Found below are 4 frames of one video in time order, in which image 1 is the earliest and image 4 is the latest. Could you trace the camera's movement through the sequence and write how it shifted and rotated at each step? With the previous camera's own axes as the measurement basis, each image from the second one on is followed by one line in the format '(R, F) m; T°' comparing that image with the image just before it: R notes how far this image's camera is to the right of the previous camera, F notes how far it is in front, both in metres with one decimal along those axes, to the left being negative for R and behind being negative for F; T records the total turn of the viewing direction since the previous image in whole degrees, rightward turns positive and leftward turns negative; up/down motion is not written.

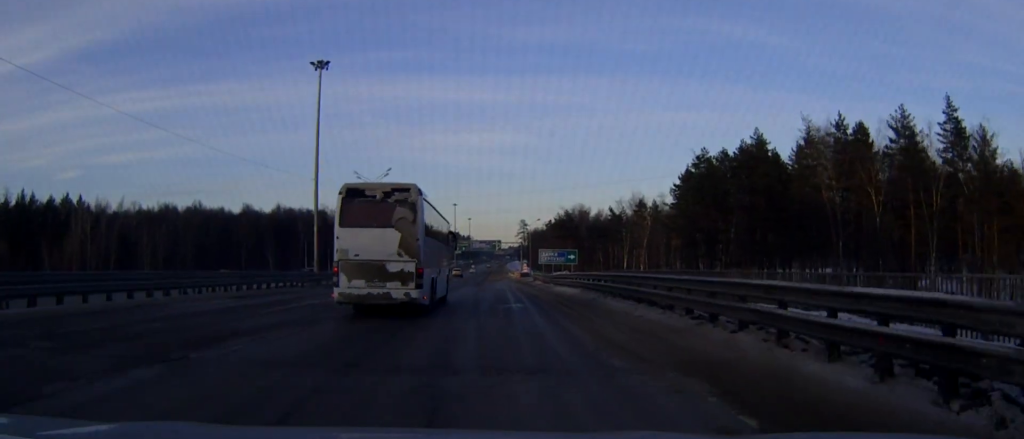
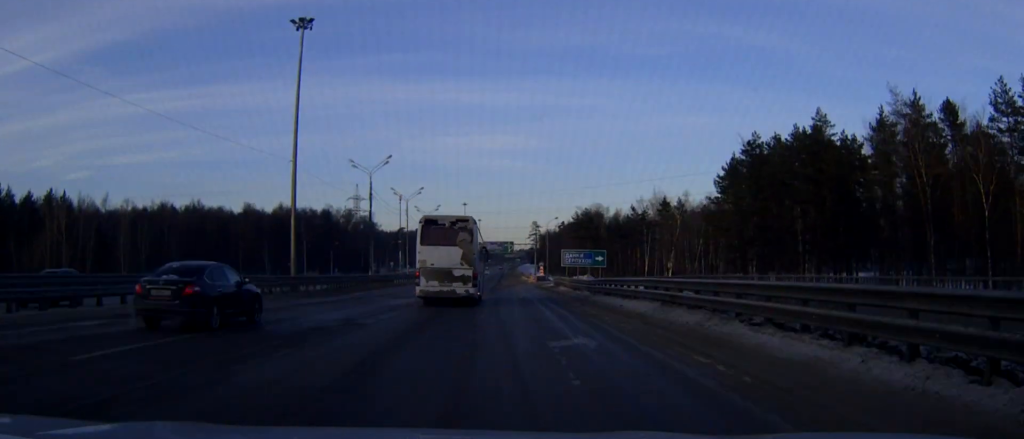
(-0.1, +12.9) m; 0°
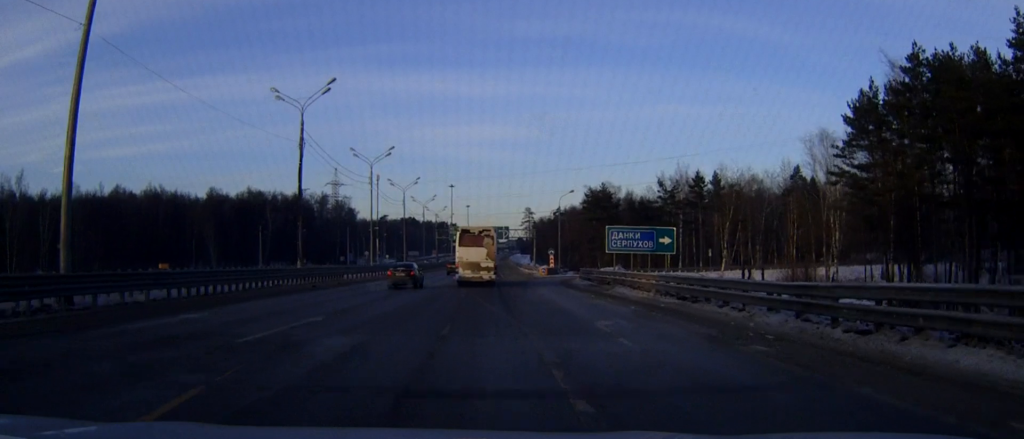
(+0.2, +31.9) m; 0°
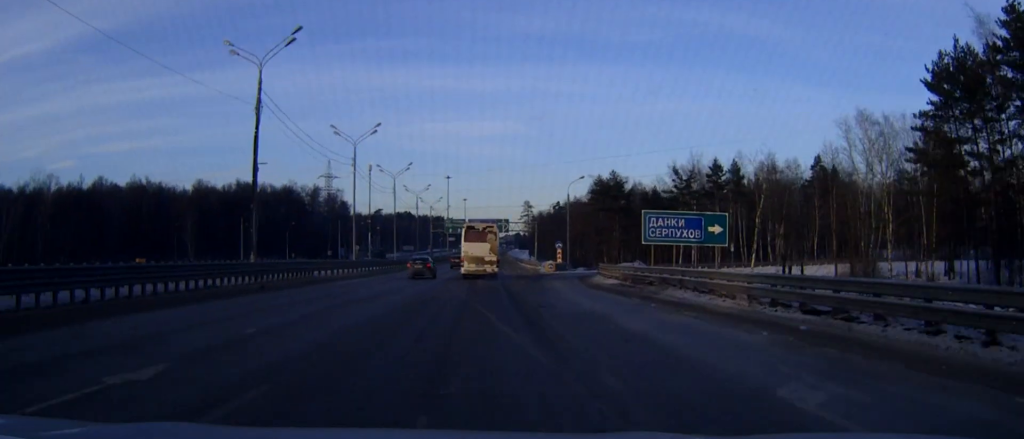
(0.0, +11.3) m; 0°
